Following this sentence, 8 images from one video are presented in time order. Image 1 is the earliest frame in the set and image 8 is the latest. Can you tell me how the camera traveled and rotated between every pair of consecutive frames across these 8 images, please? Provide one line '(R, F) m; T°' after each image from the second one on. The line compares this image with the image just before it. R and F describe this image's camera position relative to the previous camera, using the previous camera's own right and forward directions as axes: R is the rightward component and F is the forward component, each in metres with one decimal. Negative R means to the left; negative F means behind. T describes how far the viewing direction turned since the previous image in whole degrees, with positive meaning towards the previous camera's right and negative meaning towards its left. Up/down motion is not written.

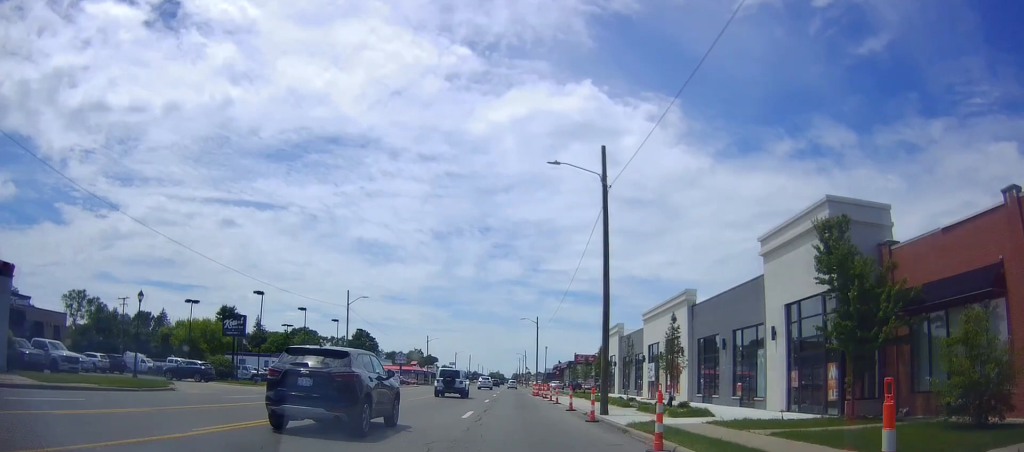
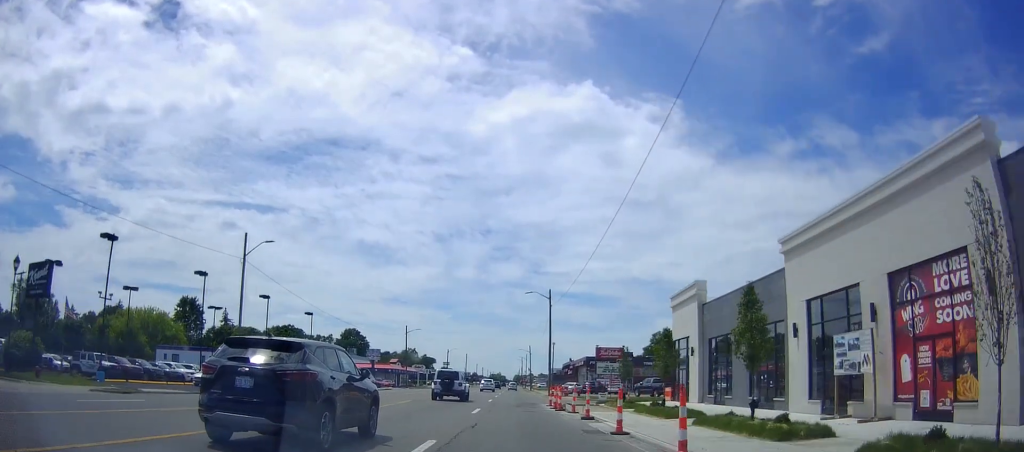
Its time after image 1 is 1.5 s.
(-0.1, +26.6) m; -2°
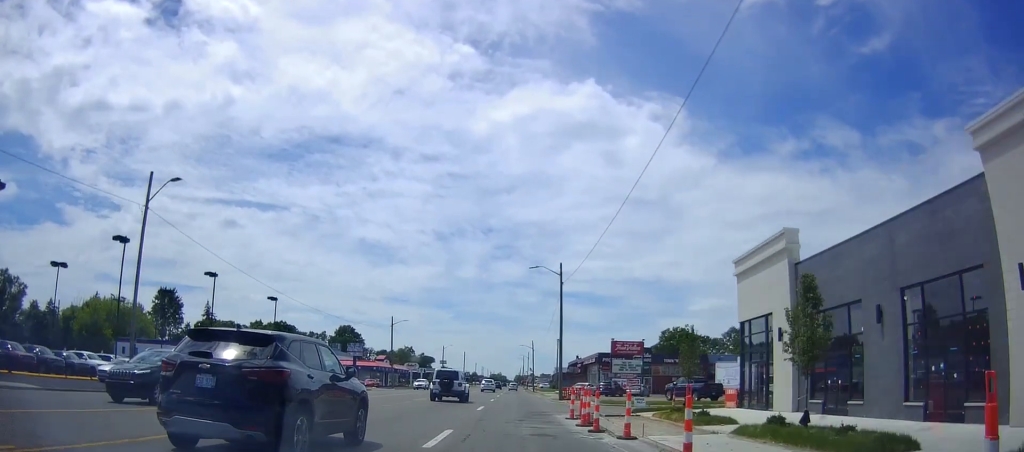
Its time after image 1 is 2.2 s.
(-0.4, +12.5) m; 0°
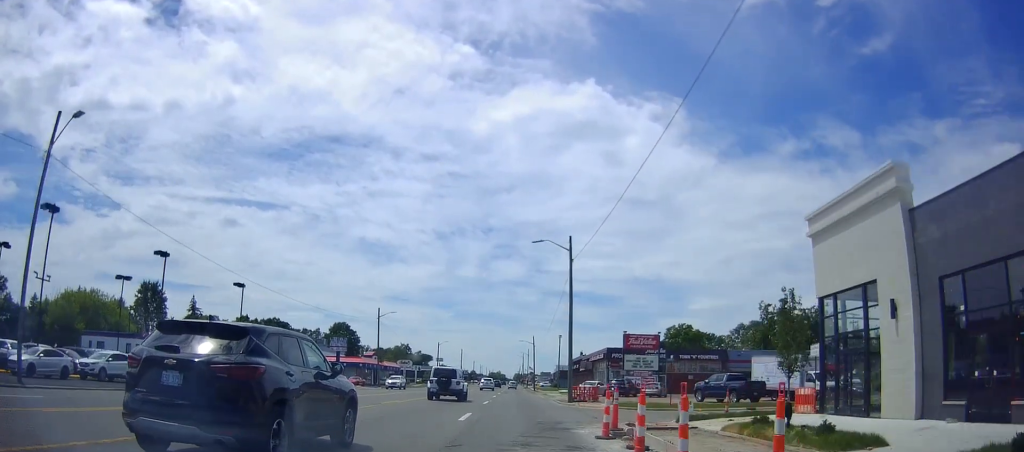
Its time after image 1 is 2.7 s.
(0.0, +8.3) m; 0°
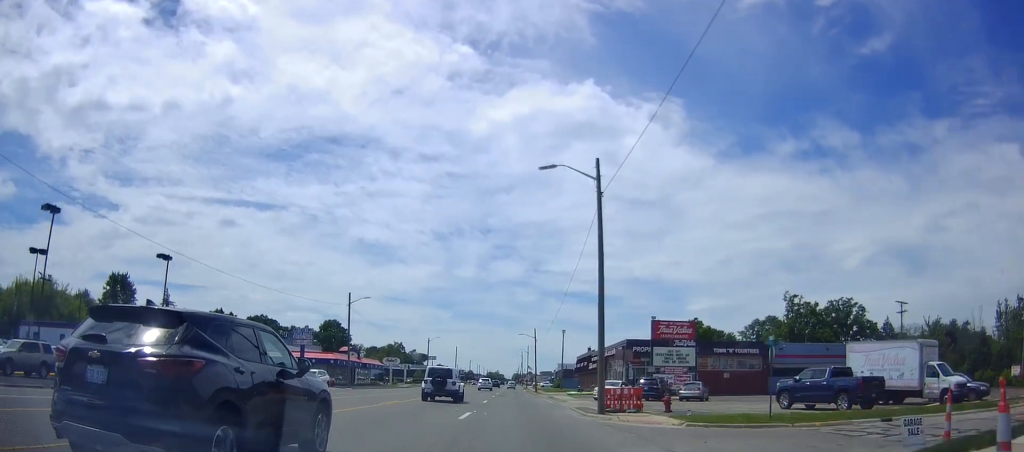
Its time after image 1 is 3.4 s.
(+0.4, +13.6) m; 0°
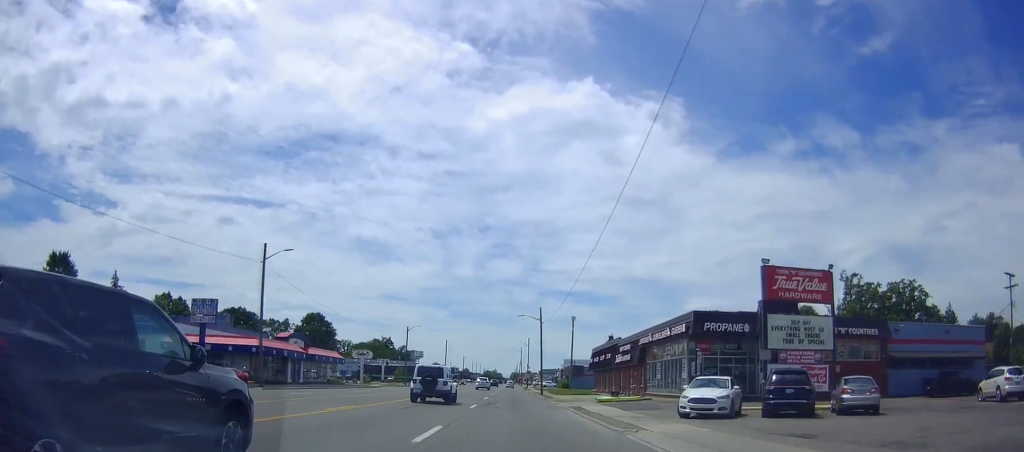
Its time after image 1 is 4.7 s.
(-0.7, +23.0) m; -2°
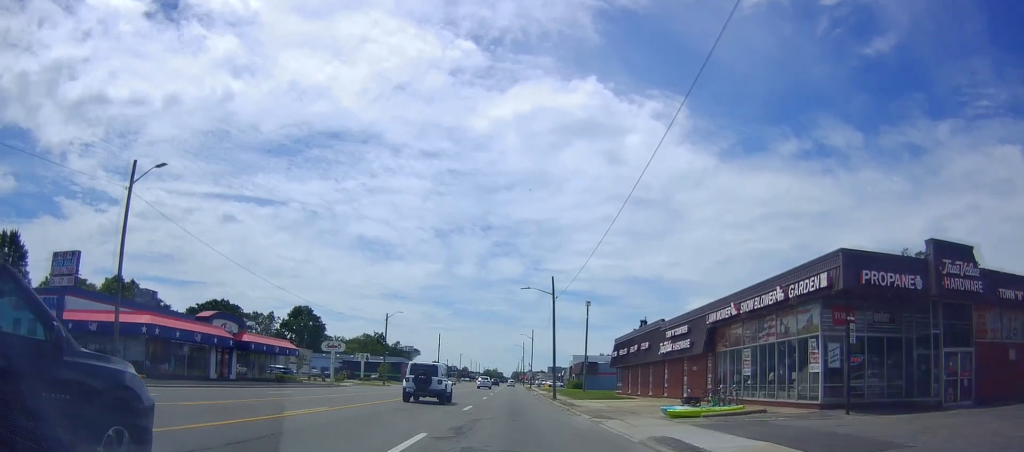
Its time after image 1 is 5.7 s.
(0.0, +17.7) m; +1°
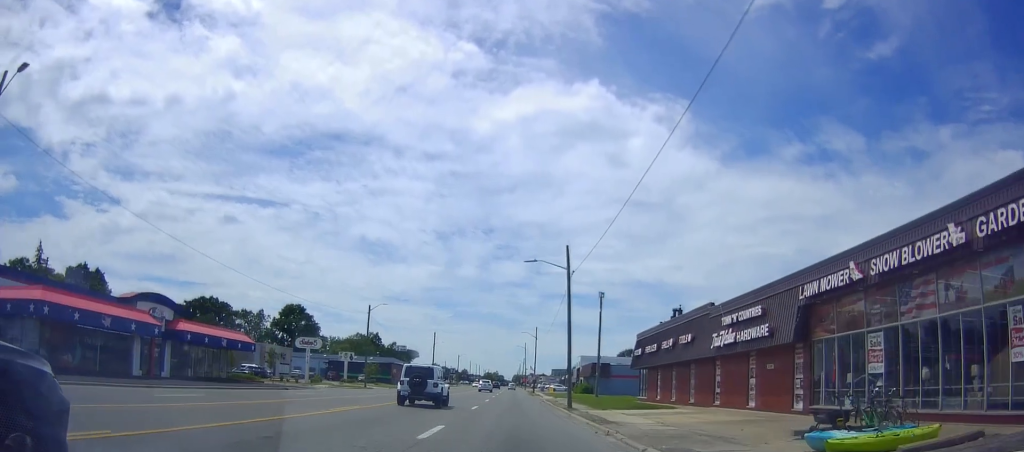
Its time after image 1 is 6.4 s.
(-0.1, +11.3) m; +1°
